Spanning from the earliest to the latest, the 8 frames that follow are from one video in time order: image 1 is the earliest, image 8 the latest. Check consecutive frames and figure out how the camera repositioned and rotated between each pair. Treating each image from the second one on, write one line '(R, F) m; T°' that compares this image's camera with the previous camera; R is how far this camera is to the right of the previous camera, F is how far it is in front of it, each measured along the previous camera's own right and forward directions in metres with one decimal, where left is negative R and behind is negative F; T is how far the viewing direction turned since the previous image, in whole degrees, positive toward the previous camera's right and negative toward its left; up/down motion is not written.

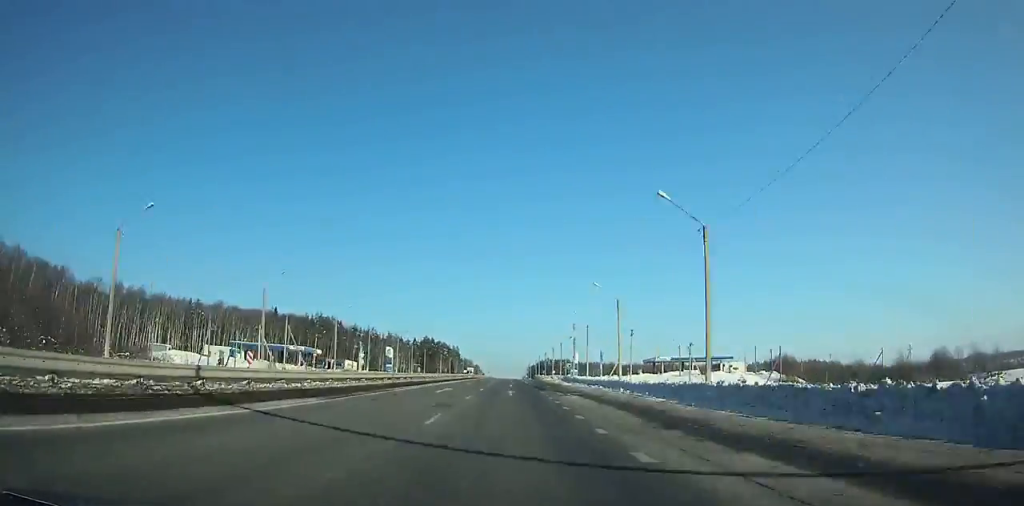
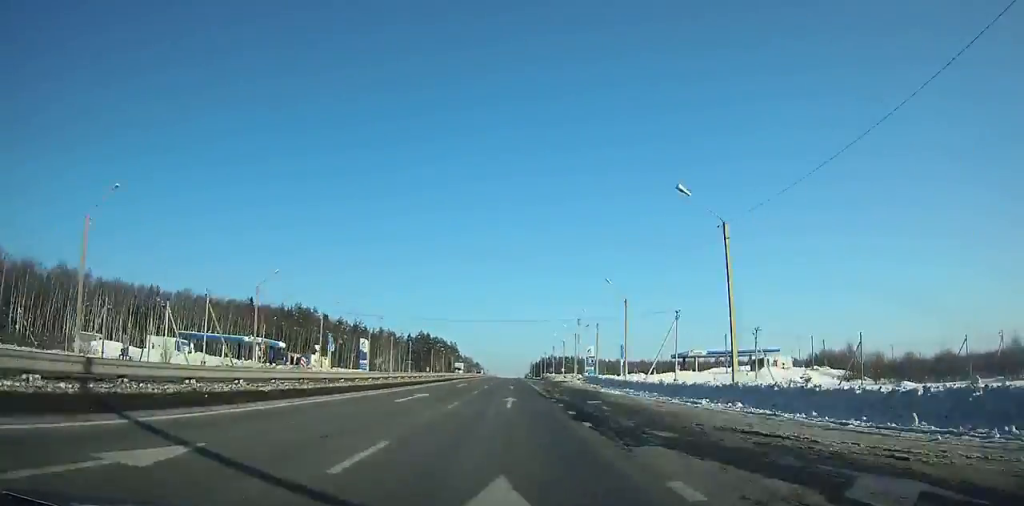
(0.0, +29.2) m; 0°
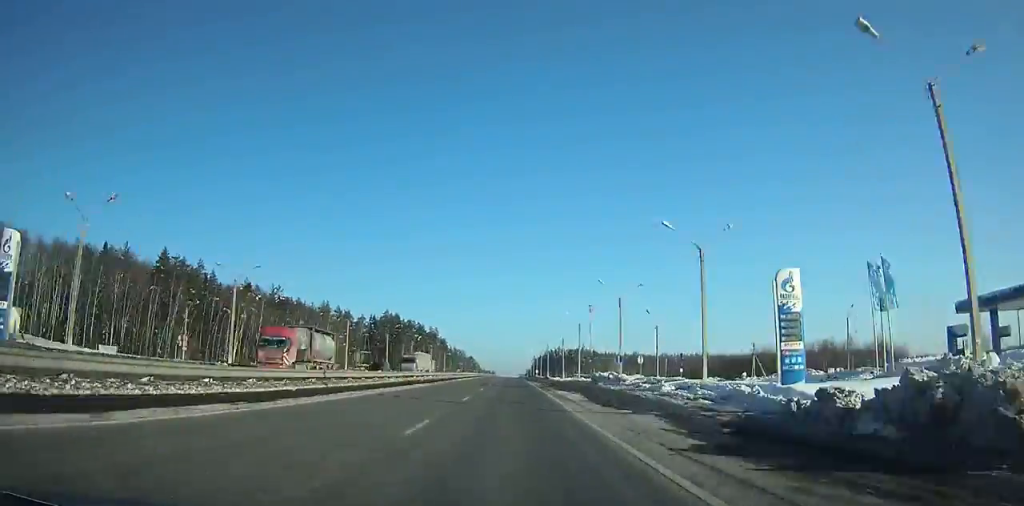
(+0.7, +97.2) m; +1°
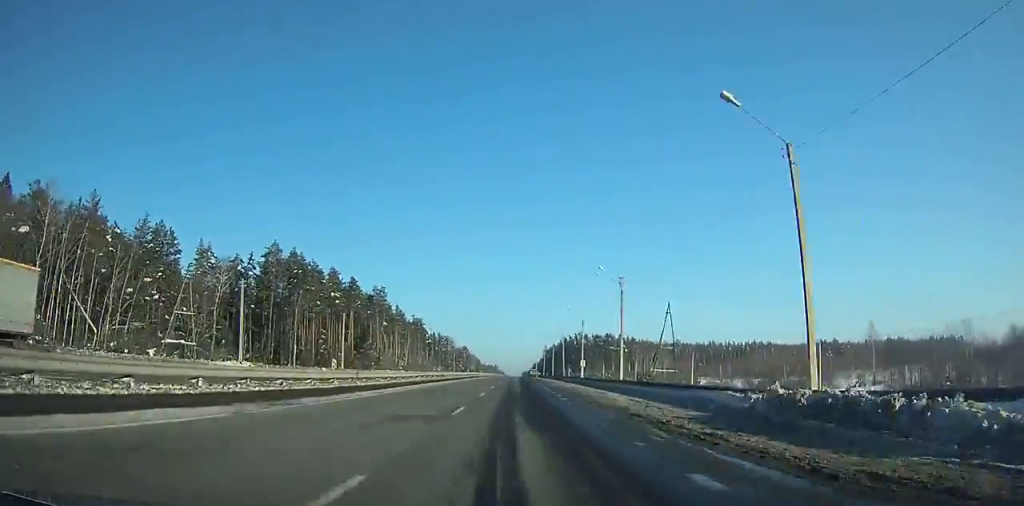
(-0.8, +142.4) m; -1°
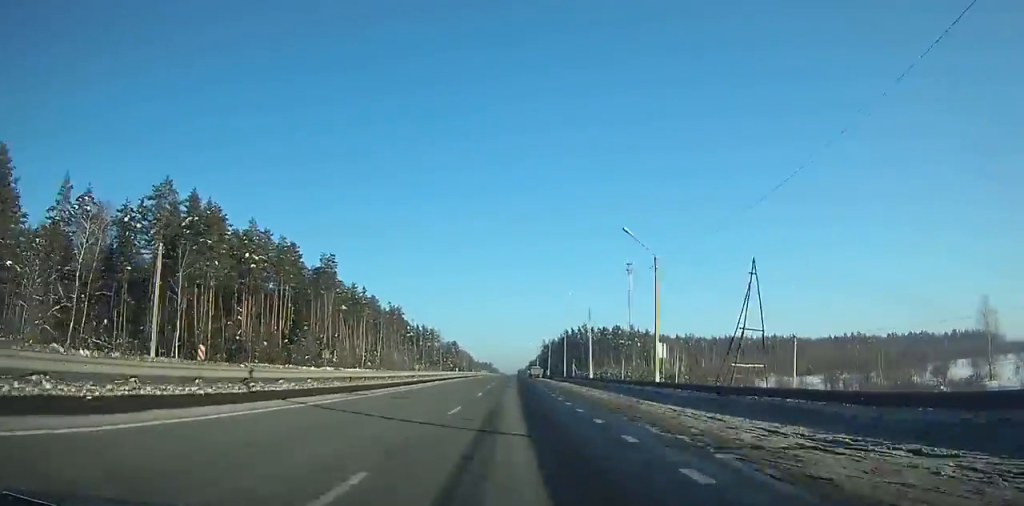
(-0.3, +57.8) m; 0°
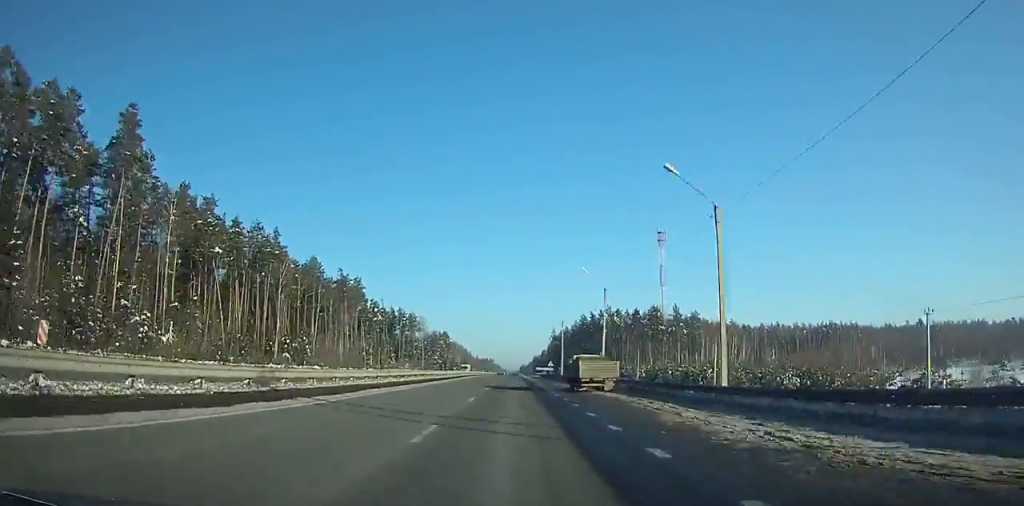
(0.0, +92.7) m; 0°
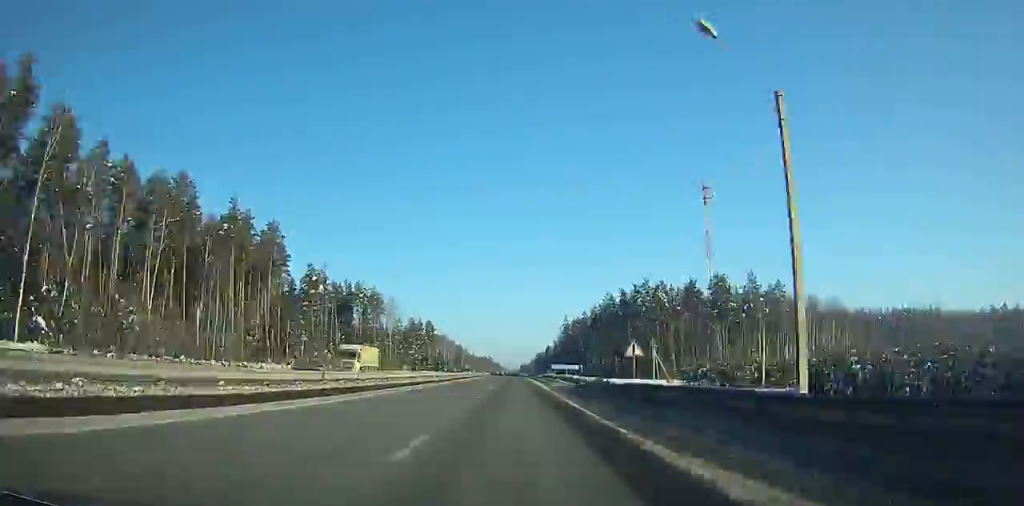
(+0.6, +82.1) m; +1°
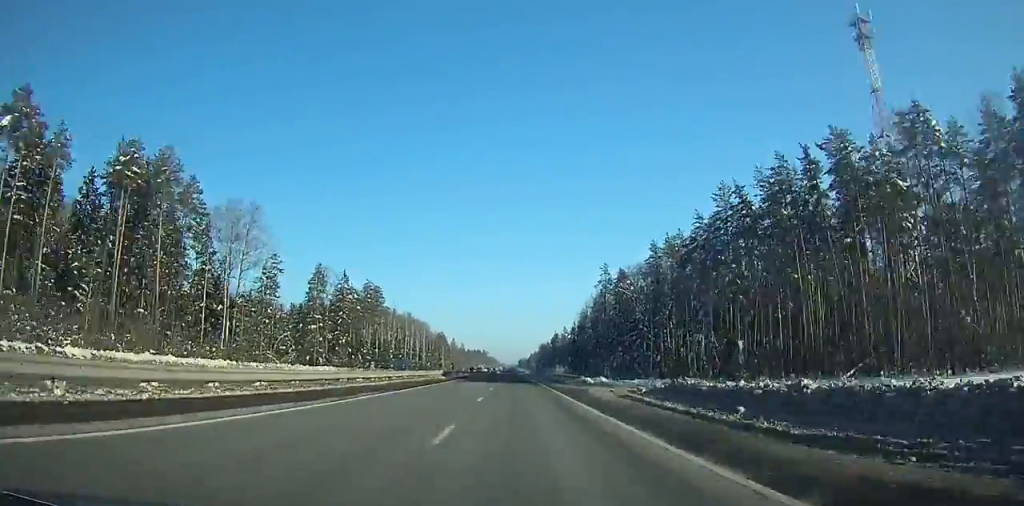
(+0.6, +121.5) m; 0°
